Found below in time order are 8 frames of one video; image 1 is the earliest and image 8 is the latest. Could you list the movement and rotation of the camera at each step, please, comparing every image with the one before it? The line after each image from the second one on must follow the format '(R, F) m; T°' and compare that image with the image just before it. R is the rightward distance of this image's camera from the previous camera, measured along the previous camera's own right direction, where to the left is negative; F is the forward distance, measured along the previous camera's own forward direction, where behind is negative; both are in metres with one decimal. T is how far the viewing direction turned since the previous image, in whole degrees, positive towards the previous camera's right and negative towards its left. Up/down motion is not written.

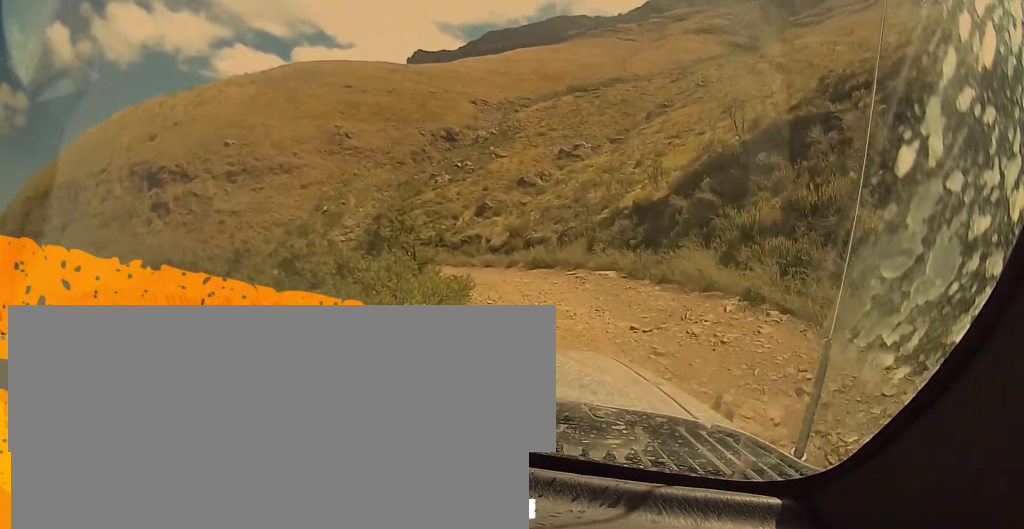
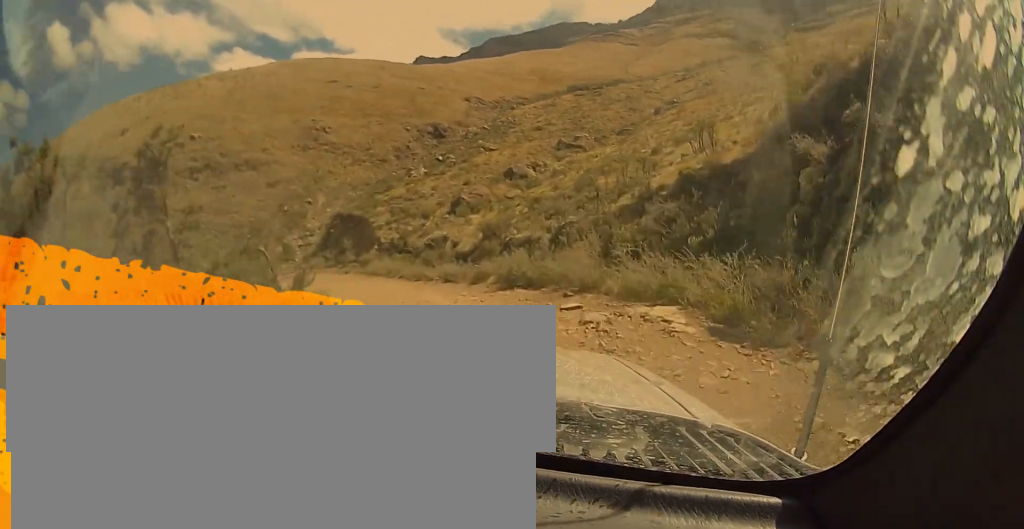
(-1.0, +10.3) m; -14°
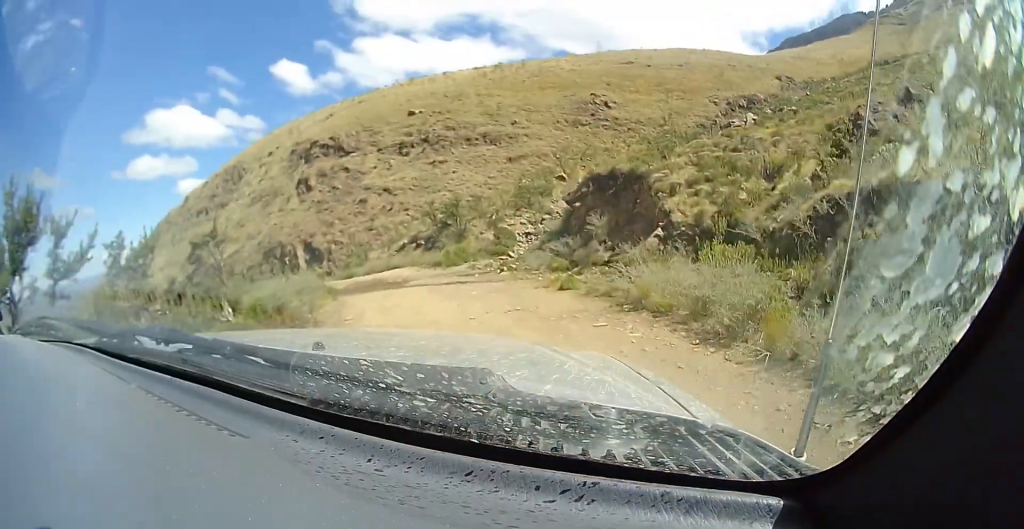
(-3.5, +19.4) m; -22°
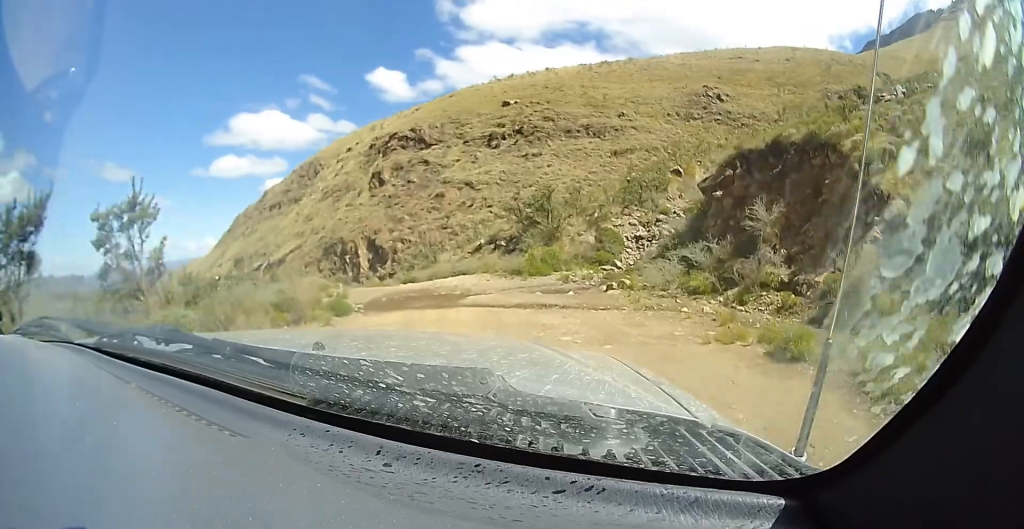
(-1.0, +7.5) m; -10°
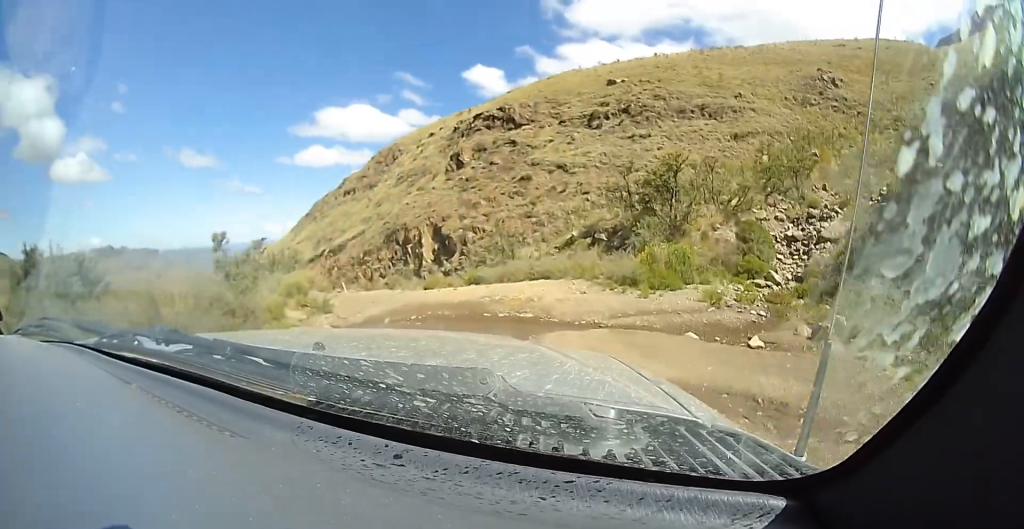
(-0.6, +7.8) m; -7°
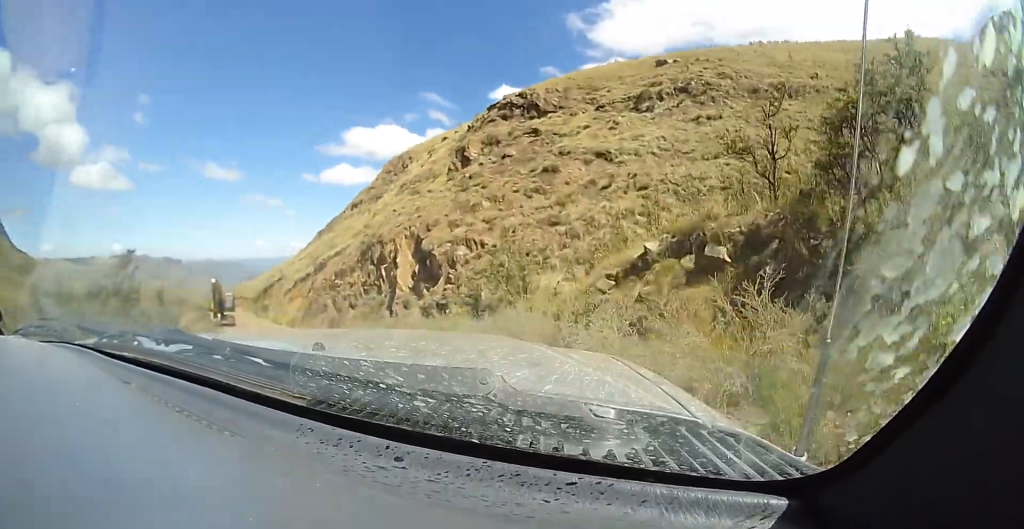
(-1.2, +13.8) m; -32°
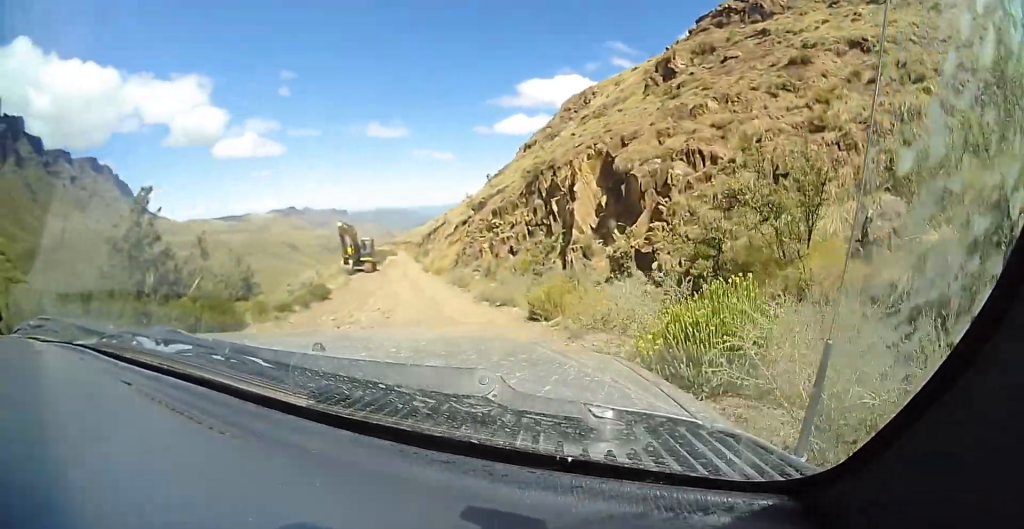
(-2.9, +6.2) m; -30°
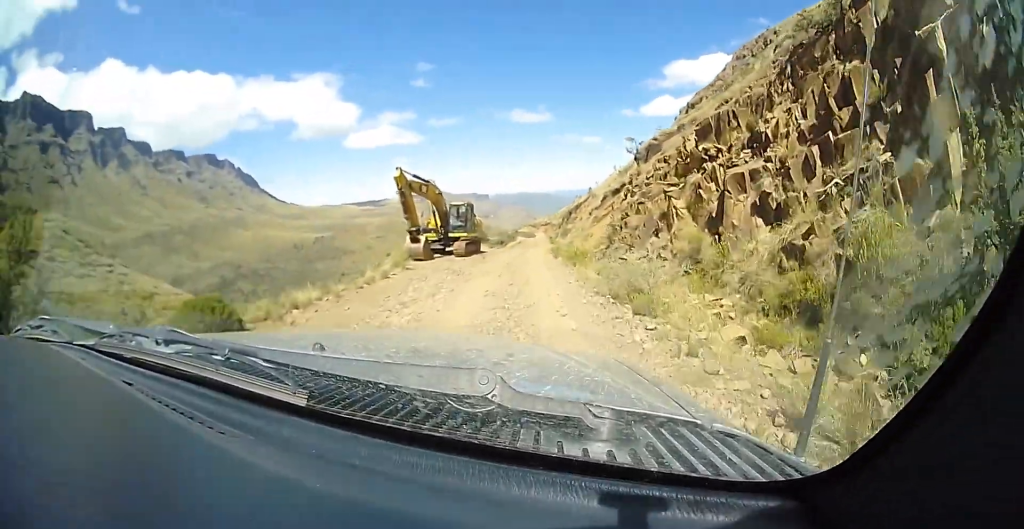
(-4.1, +11.4) m; -22°
